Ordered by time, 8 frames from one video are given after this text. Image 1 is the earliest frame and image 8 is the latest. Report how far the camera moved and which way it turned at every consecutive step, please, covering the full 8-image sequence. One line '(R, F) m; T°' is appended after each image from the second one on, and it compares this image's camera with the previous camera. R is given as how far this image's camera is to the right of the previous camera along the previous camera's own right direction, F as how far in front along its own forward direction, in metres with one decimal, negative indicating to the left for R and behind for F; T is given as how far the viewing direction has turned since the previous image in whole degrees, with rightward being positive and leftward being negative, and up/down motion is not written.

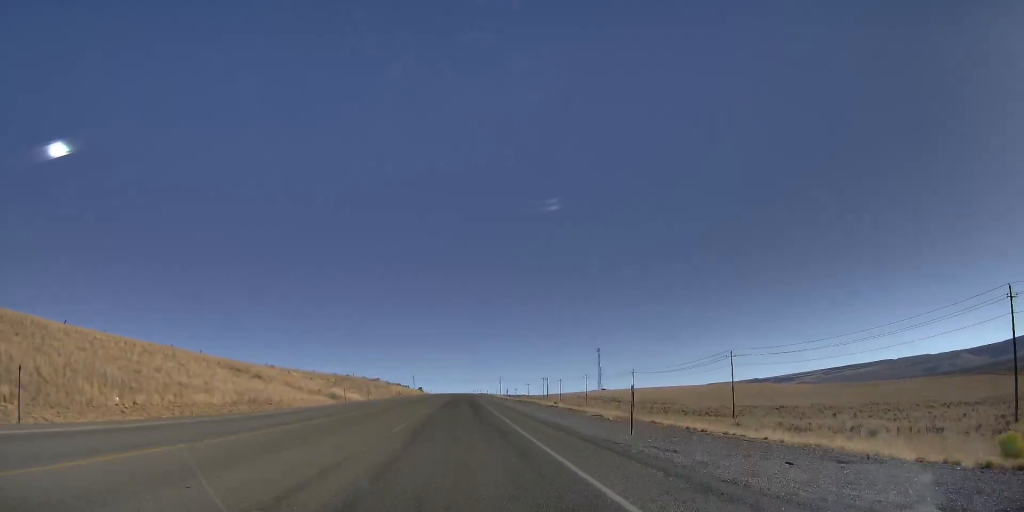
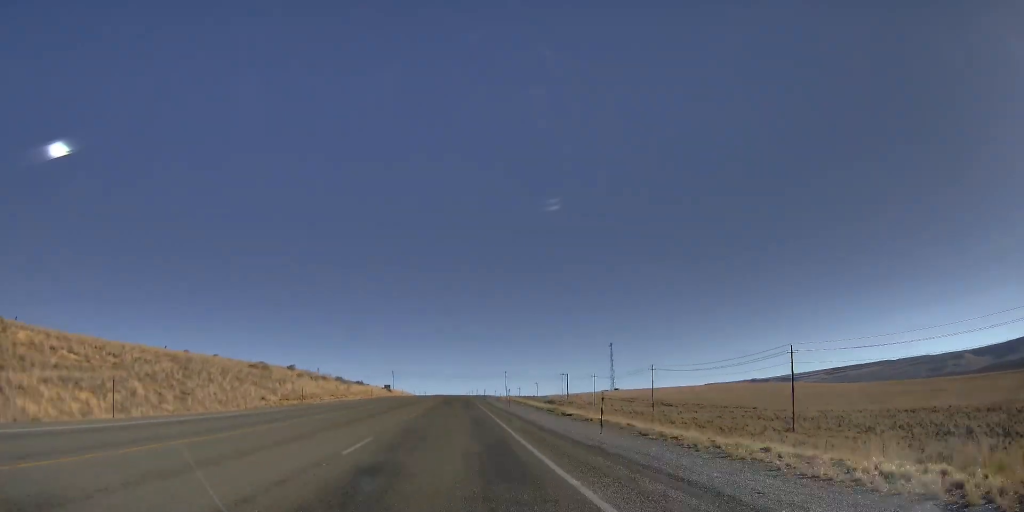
(-1.4, +87.8) m; -1°
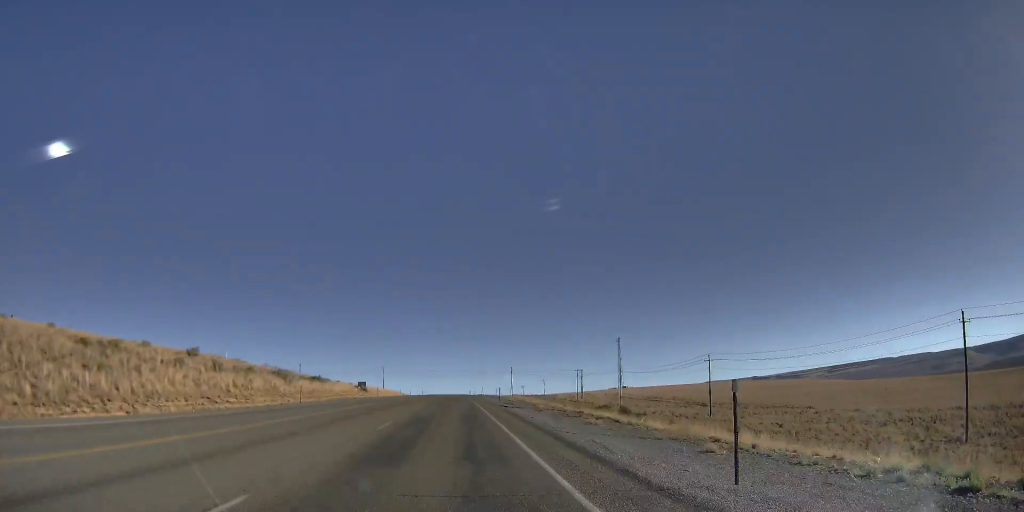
(+0.4, +37.1) m; +1°
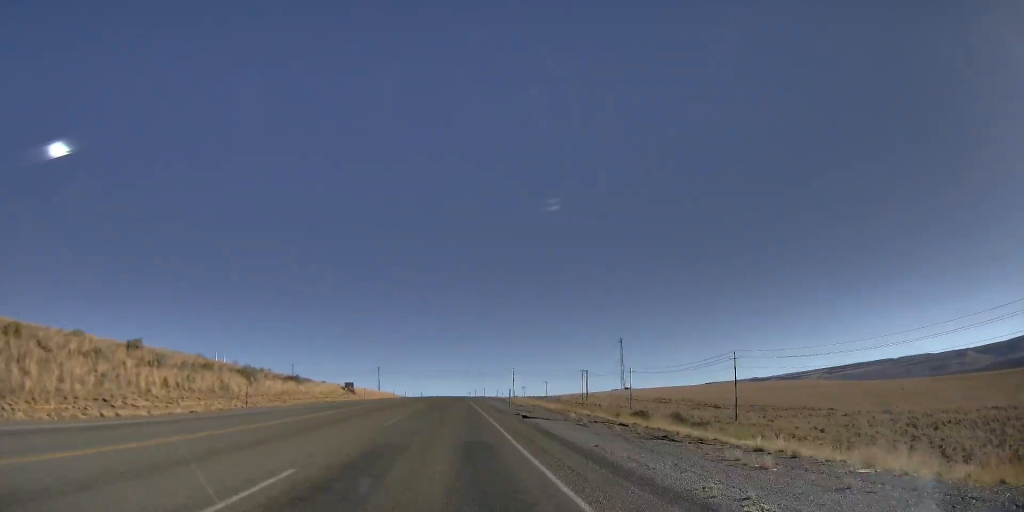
(+0.1, +14.4) m; 0°
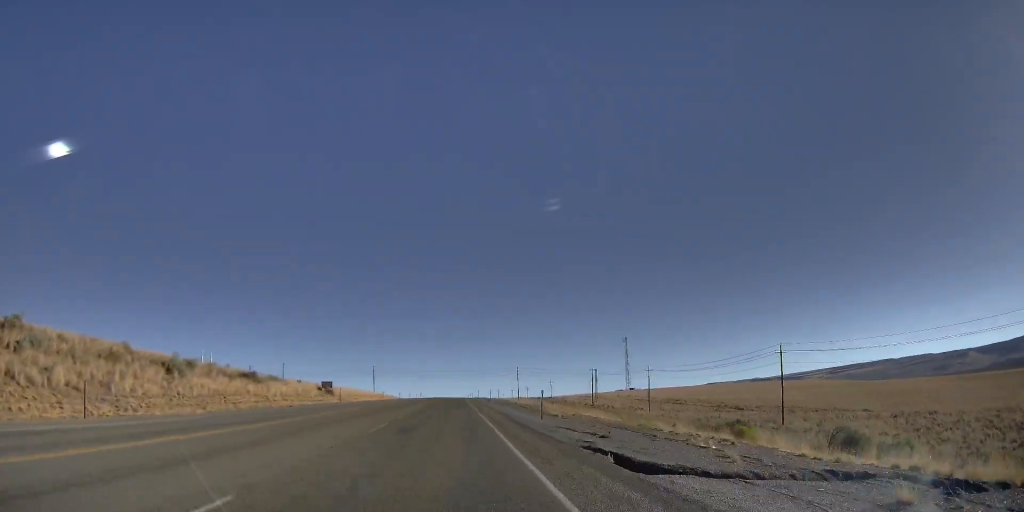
(0.0, +20.0) m; 0°
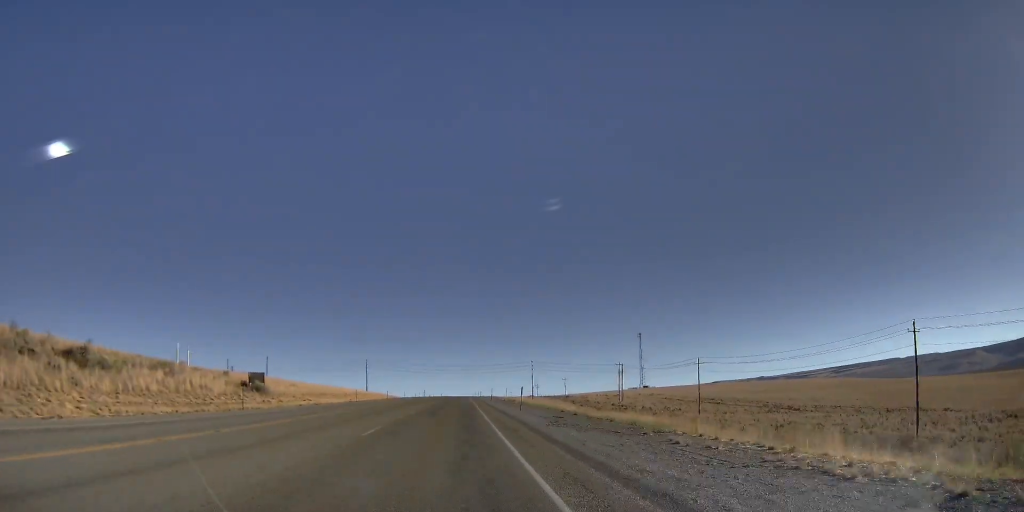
(-0.3, +36.2) m; -1°
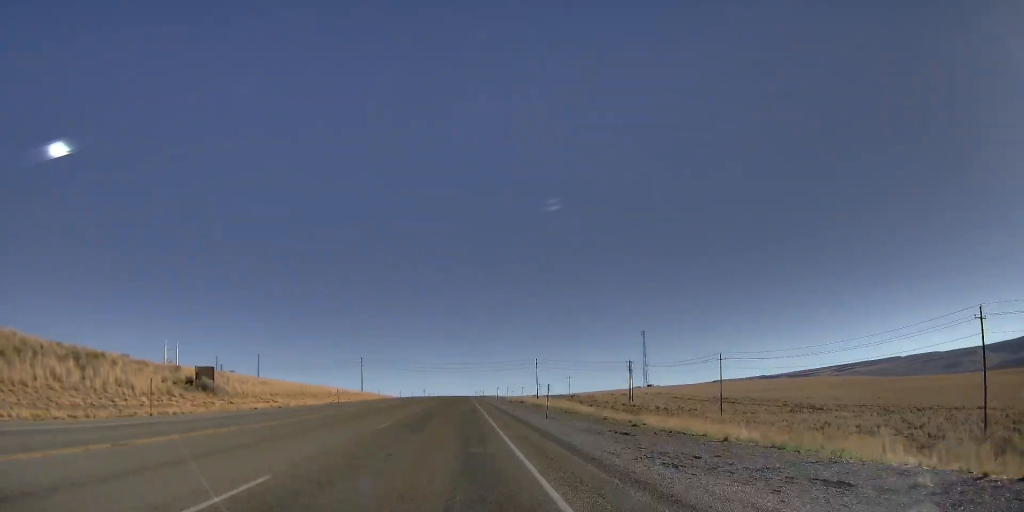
(-0.1, +12.8) m; 0°
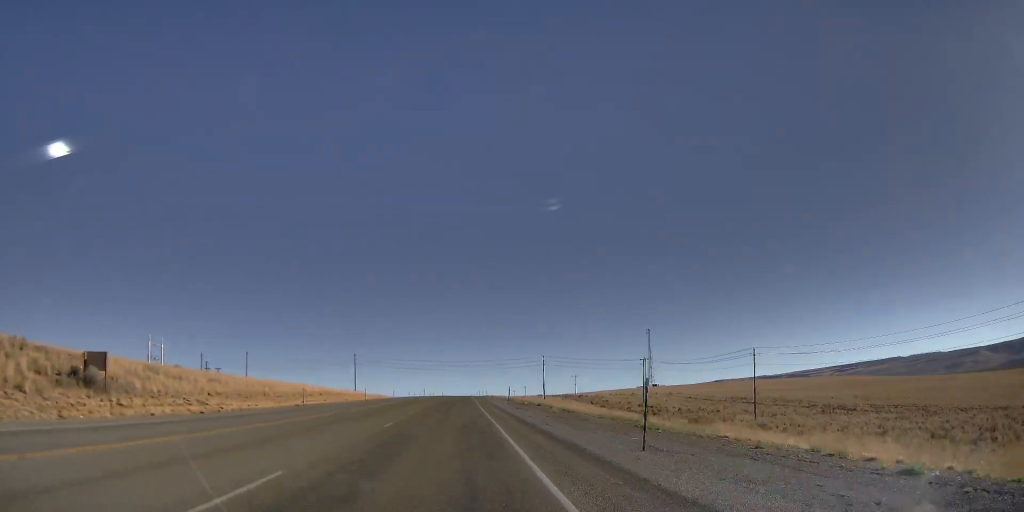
(0.0, +15.7) m; 0°
